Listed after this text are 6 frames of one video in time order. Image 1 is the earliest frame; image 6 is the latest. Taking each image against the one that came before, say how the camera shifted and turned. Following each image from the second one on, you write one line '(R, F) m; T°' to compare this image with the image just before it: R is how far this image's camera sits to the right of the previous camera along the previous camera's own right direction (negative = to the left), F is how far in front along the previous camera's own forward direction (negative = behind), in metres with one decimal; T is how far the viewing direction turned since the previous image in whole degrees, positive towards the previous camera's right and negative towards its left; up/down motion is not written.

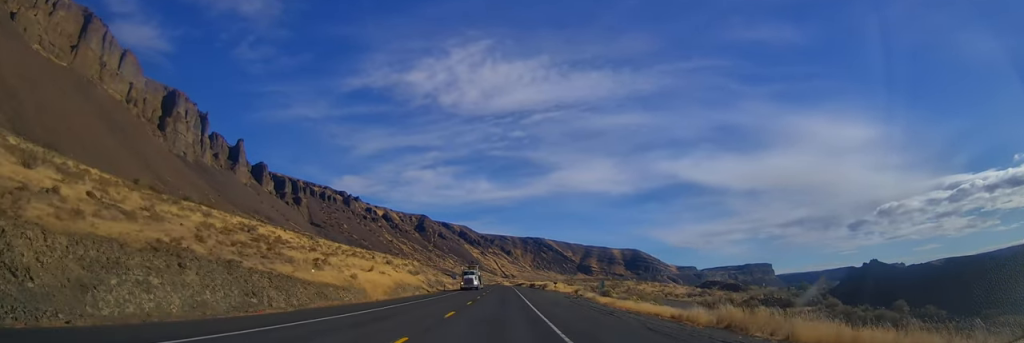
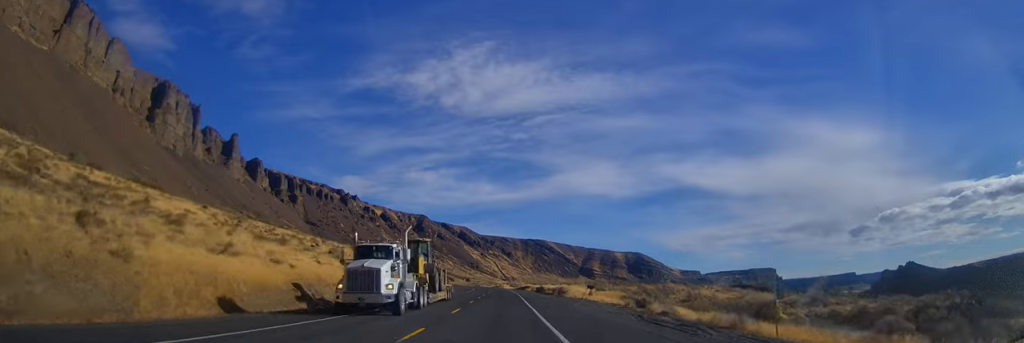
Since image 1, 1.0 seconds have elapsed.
(-0.6, +33.3) m; 0°
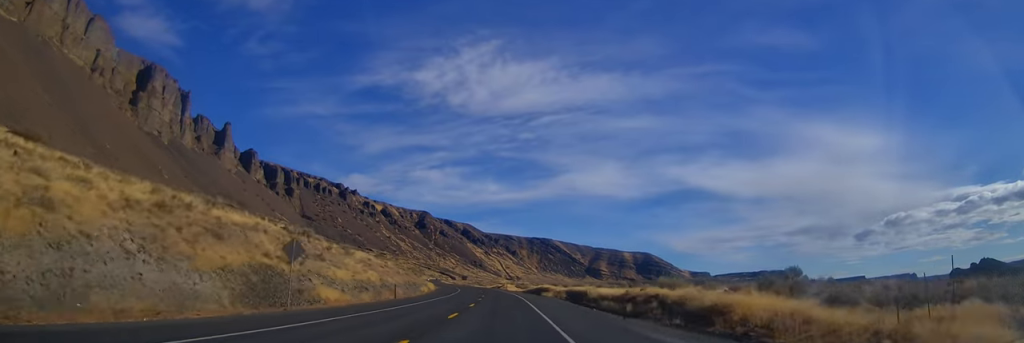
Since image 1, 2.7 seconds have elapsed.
(-0.4, +52.5) m; -1°
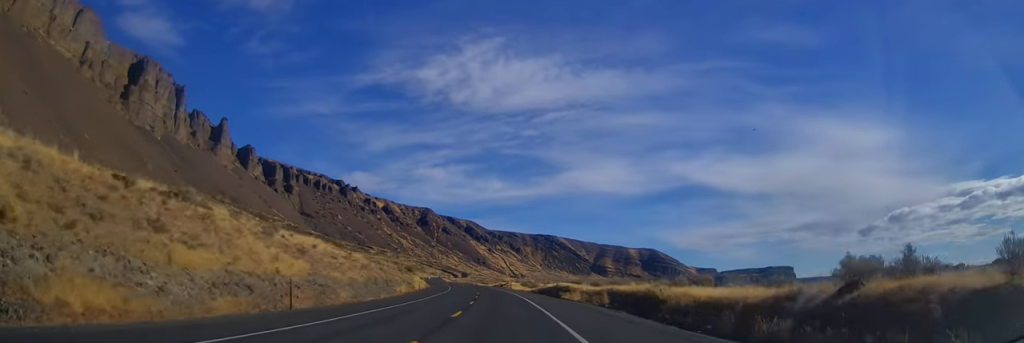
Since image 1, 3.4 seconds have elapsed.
(0.0, +24.7) m; 0°
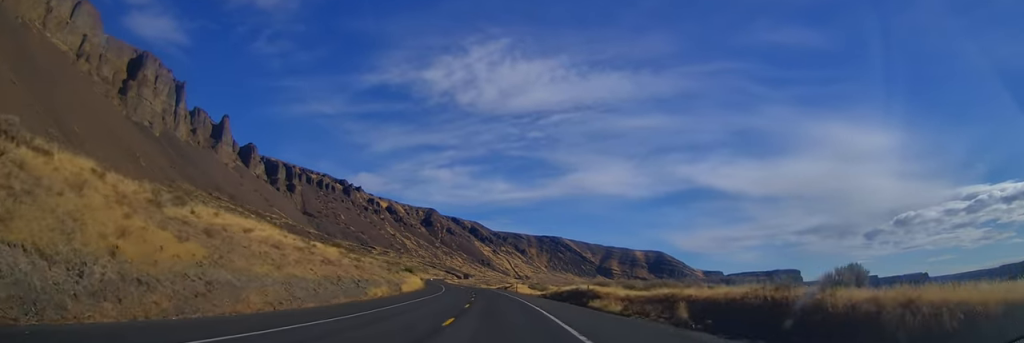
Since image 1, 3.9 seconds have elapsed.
(+0.5, +16.1) m; 0°
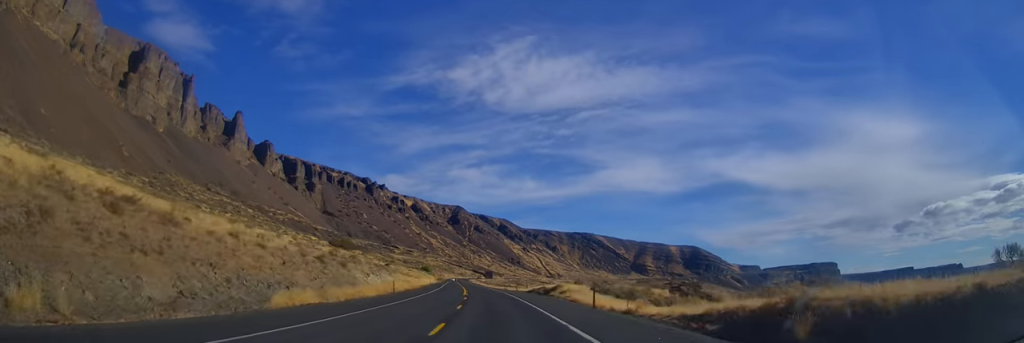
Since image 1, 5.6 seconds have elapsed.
(-1.3, +52.4) m; -3°
